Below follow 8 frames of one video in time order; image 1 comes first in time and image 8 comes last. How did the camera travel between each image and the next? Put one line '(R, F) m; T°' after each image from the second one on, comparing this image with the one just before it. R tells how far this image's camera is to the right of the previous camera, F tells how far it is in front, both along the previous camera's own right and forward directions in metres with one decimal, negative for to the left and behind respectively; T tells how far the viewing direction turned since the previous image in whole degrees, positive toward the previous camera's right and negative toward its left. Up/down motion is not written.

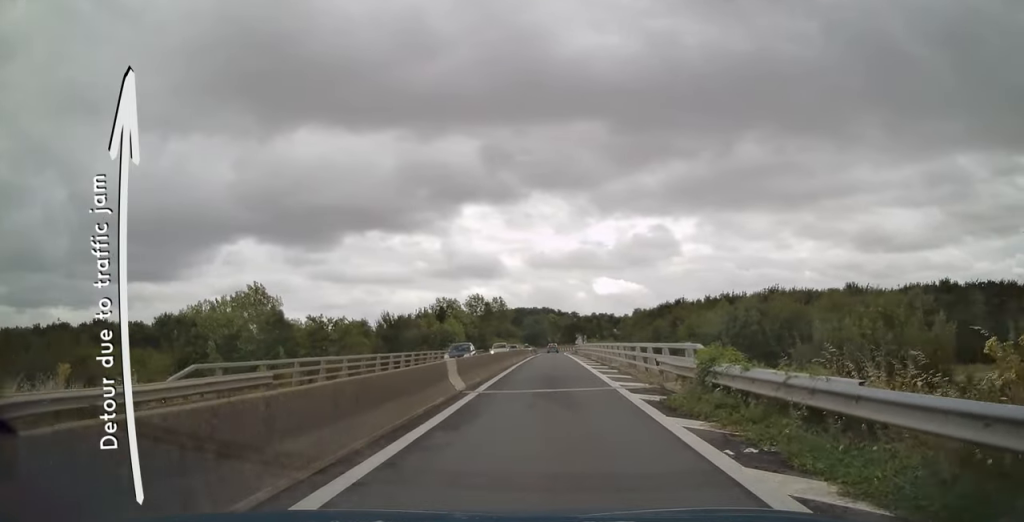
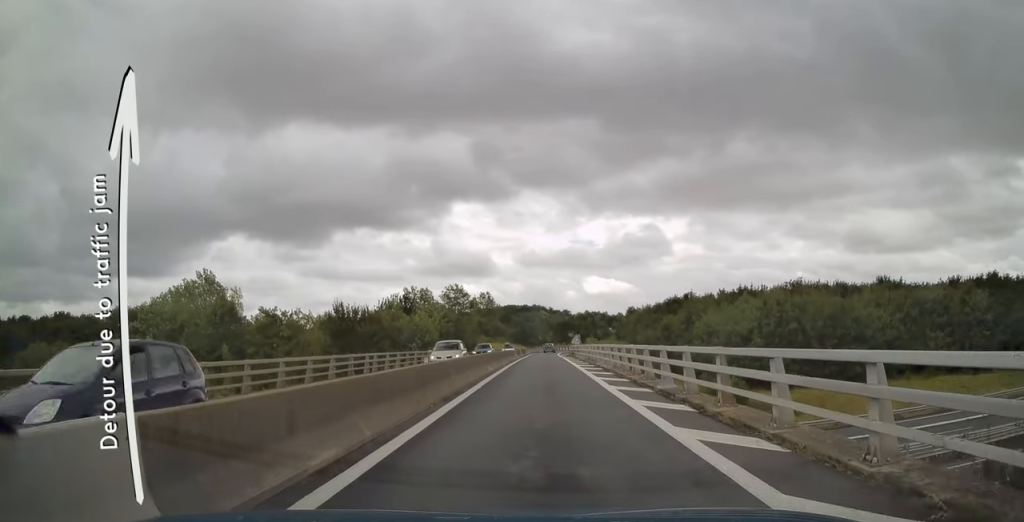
(+0.3, +13.5) m; +1°
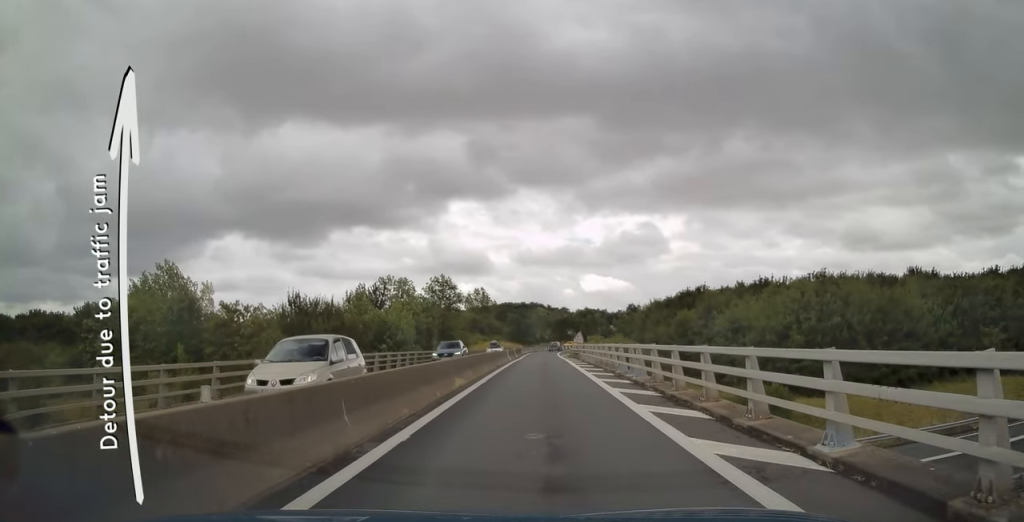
(+0.1, +9.5) m; 0°
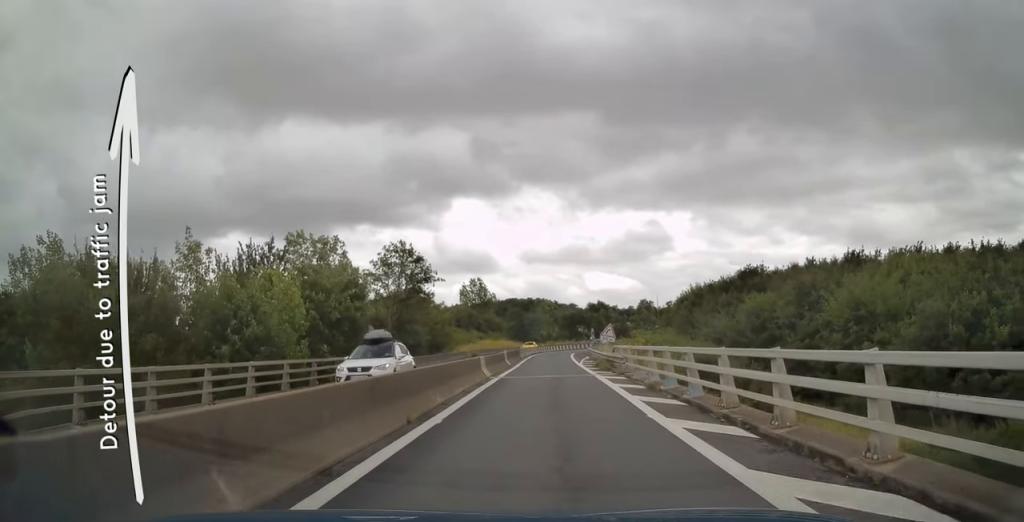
(0.0, +22.7) m; +1°
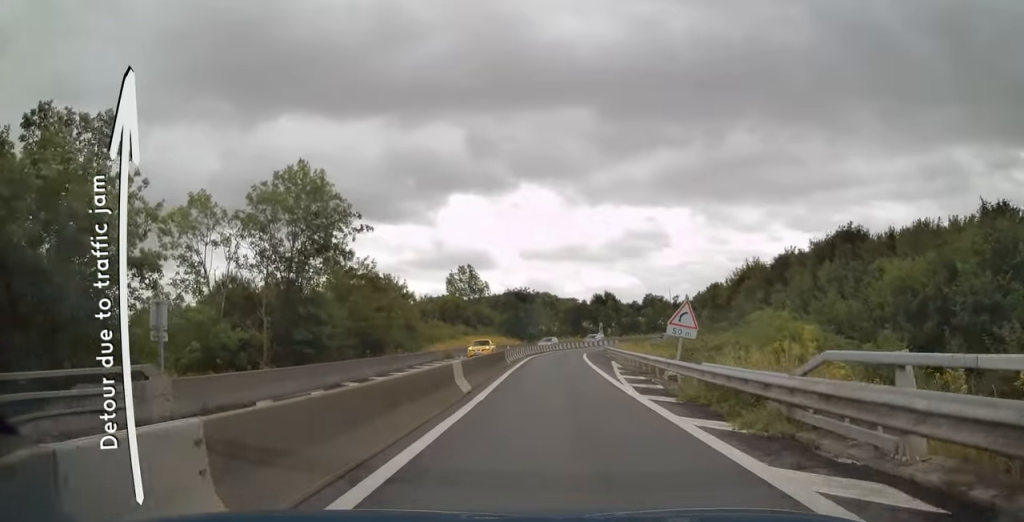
(+0.1, +20.5) m; 0°
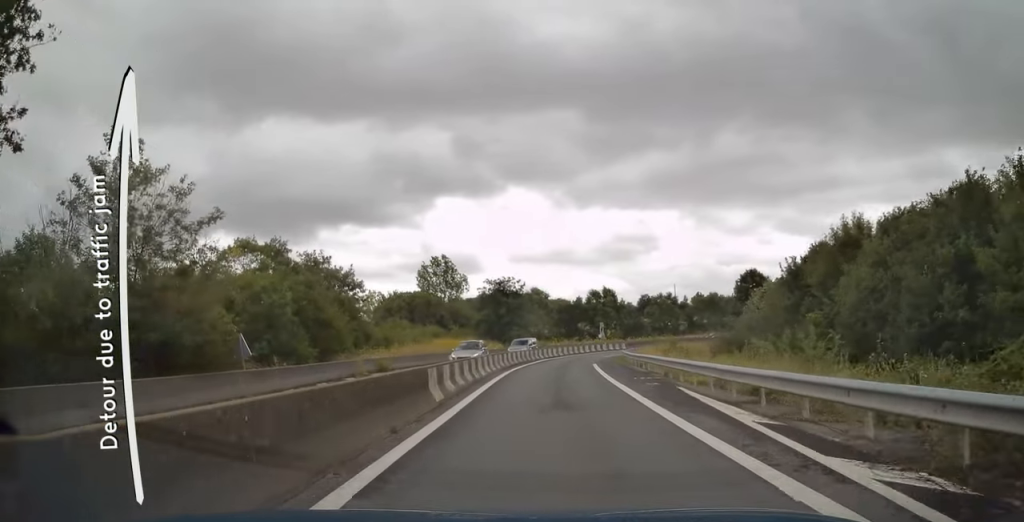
(0.0, +19.5) m; 0°
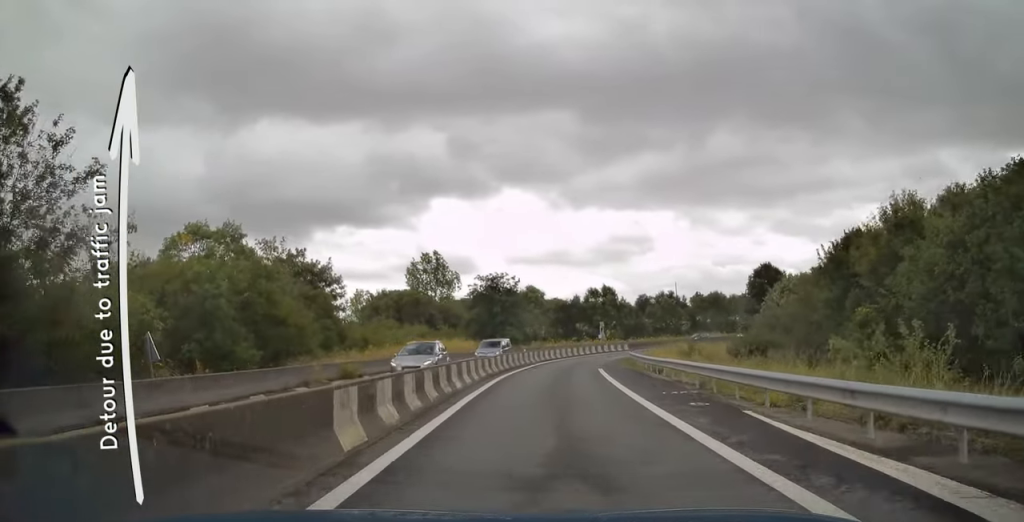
(0.0, +5.7) m; 0°
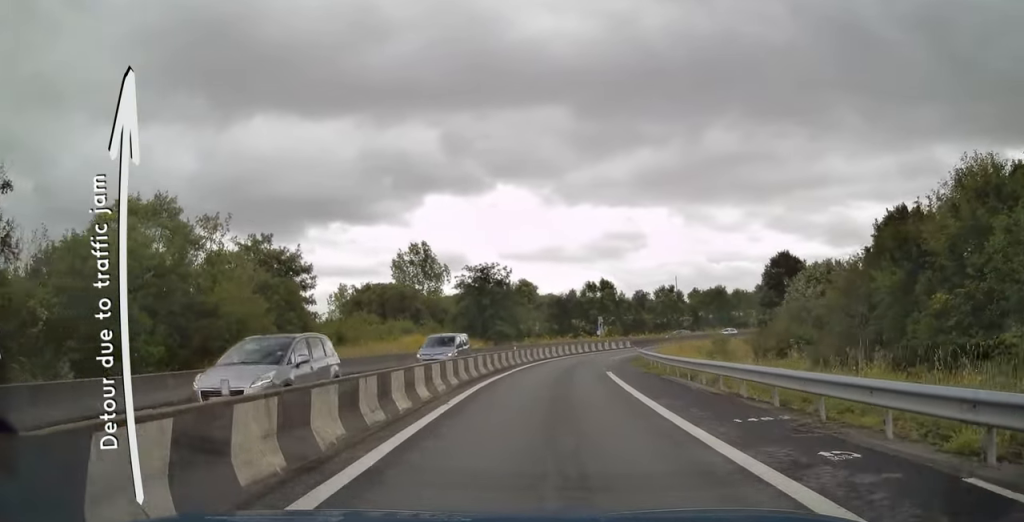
(0.0, +6.2) m; 0°
